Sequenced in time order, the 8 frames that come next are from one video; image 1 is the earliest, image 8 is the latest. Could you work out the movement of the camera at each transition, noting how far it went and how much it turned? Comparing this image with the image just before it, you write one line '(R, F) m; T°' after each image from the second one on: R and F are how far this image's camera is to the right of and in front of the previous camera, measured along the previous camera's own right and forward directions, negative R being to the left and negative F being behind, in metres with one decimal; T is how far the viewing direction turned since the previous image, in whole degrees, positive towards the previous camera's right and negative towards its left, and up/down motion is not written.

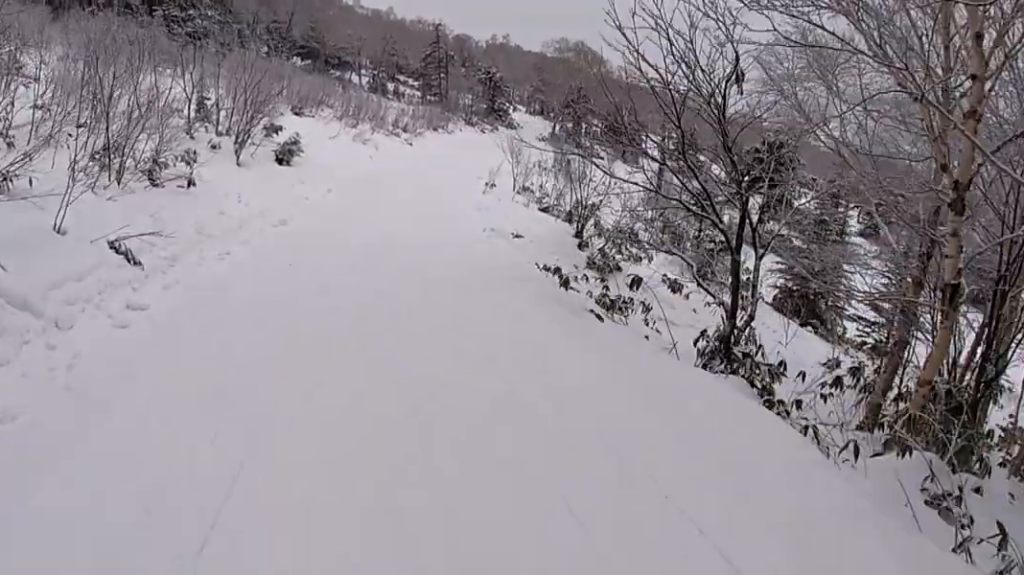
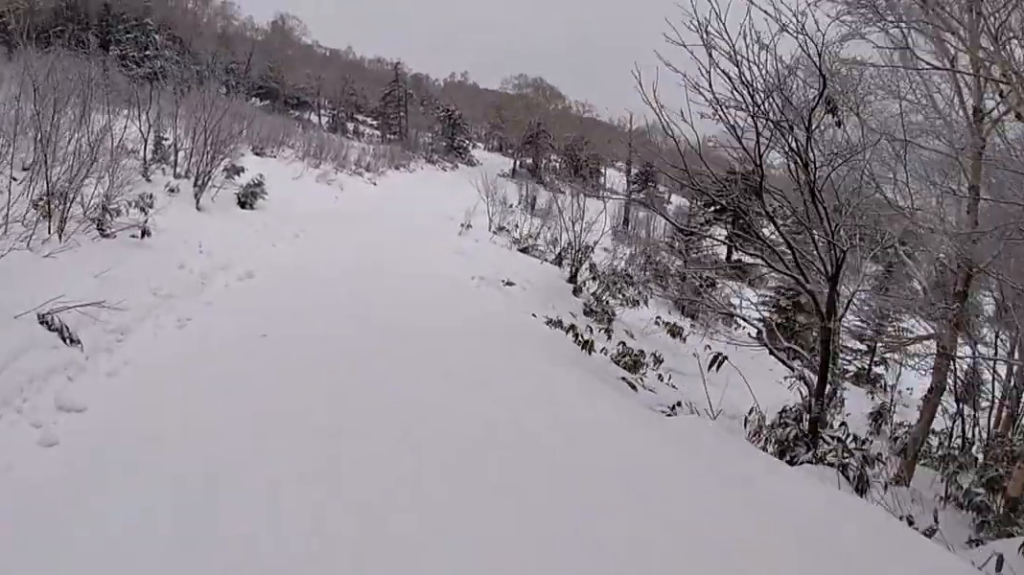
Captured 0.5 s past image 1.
(-0.2, +1.8) m; +2°
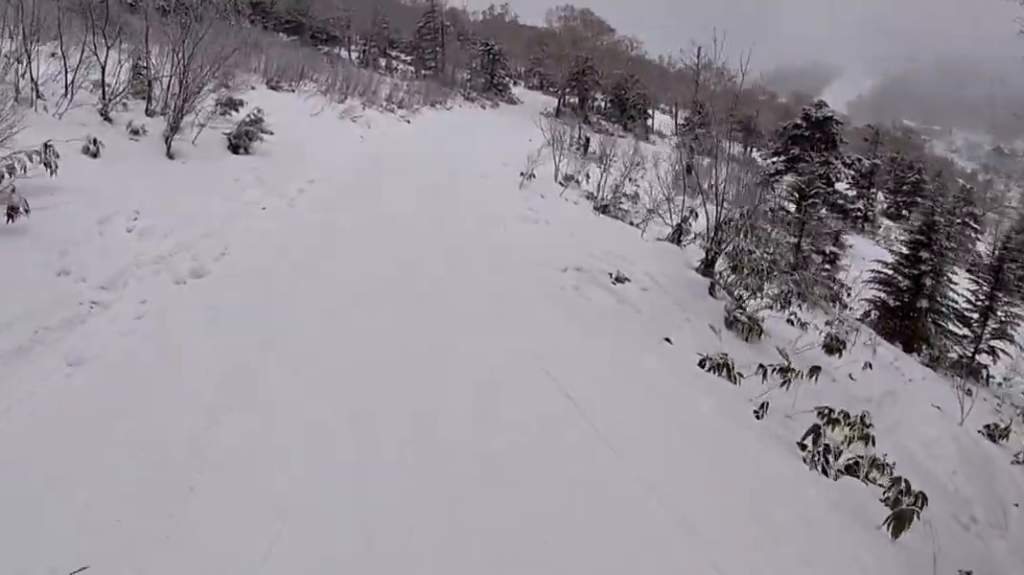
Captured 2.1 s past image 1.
(+1.4, +6.0) m; +13°
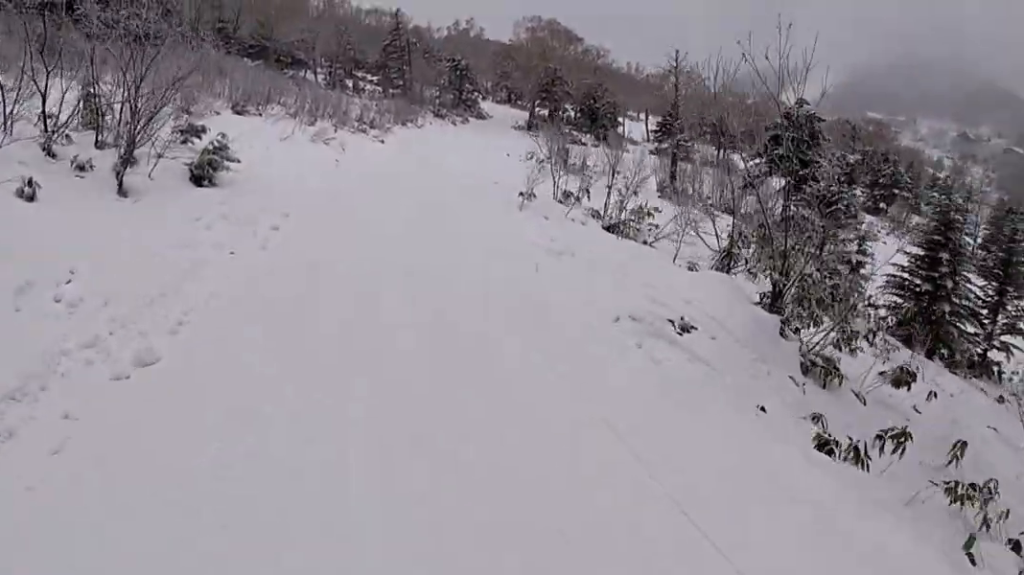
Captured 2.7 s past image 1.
(0.0, +2.4) m; 0°
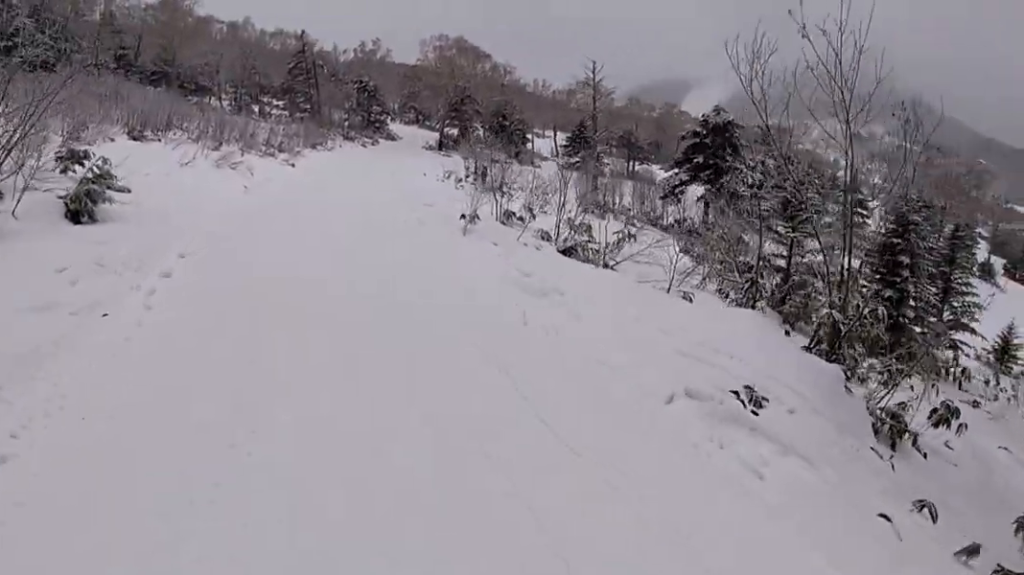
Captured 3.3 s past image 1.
(0.0, +2.7) m; +1°
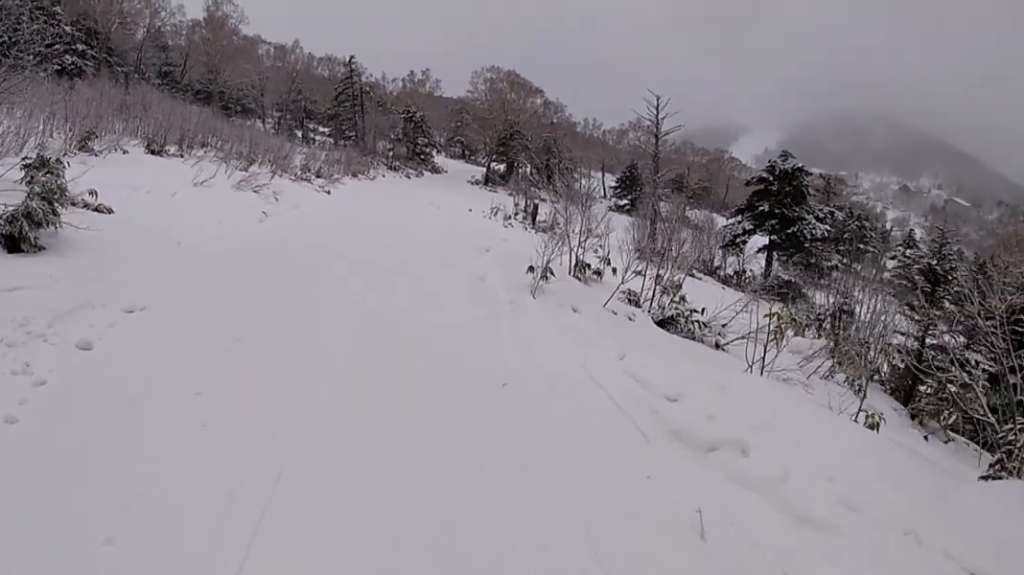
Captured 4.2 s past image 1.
(+0.1, +3.5) m; +8°
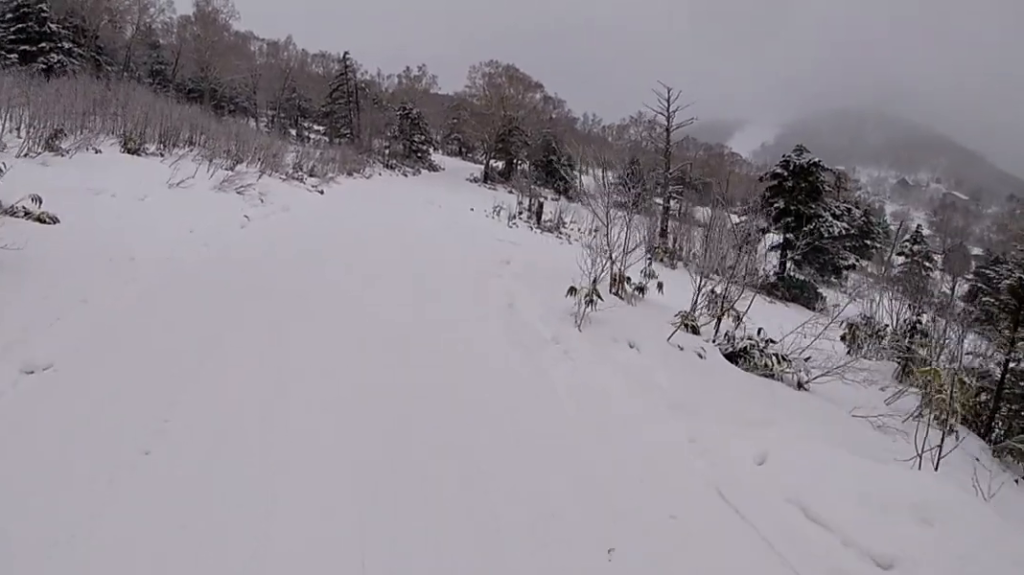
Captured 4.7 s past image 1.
(+0.2, +2.3) m; +2°
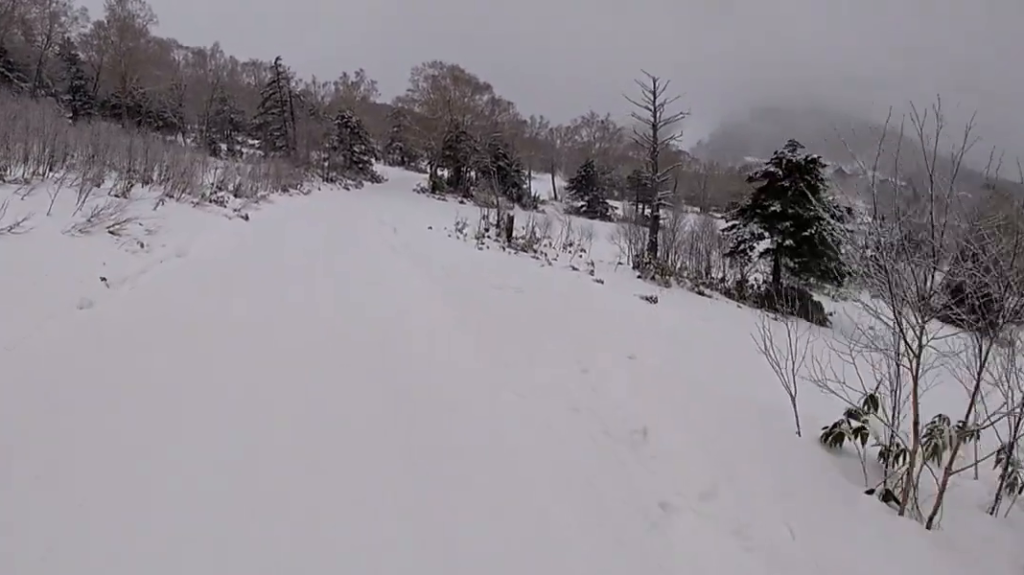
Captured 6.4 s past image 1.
(-0.2, +7.5) m; -10°
